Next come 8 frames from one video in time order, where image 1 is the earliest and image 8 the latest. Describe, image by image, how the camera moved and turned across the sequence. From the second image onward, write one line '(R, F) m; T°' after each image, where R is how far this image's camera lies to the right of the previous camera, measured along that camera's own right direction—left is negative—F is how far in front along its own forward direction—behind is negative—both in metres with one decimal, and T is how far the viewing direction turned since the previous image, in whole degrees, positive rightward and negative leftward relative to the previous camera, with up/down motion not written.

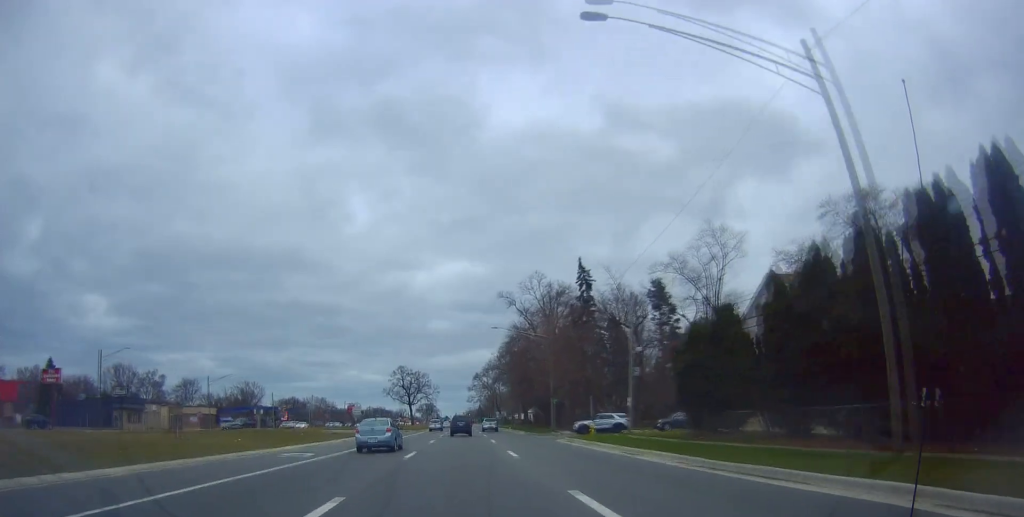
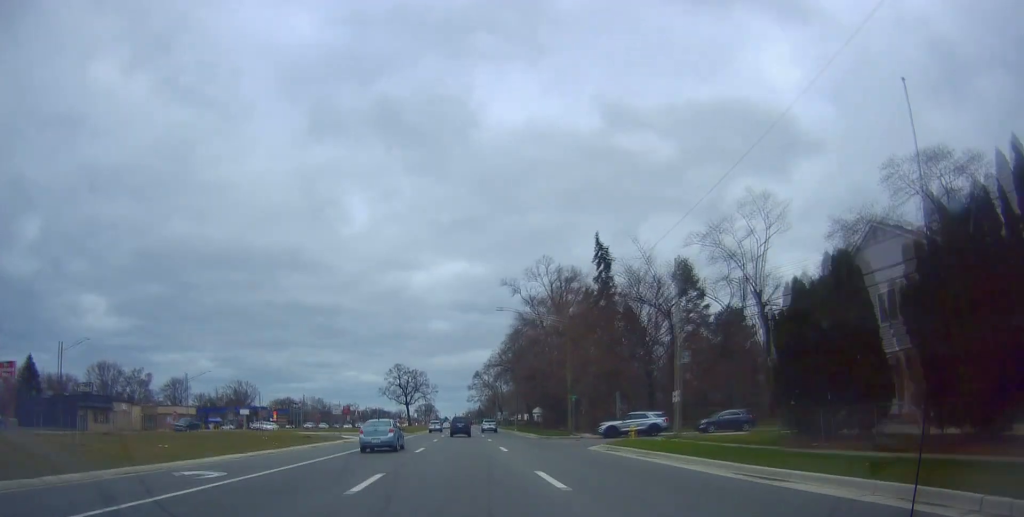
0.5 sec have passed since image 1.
(0.0, +10.0) m; 0°
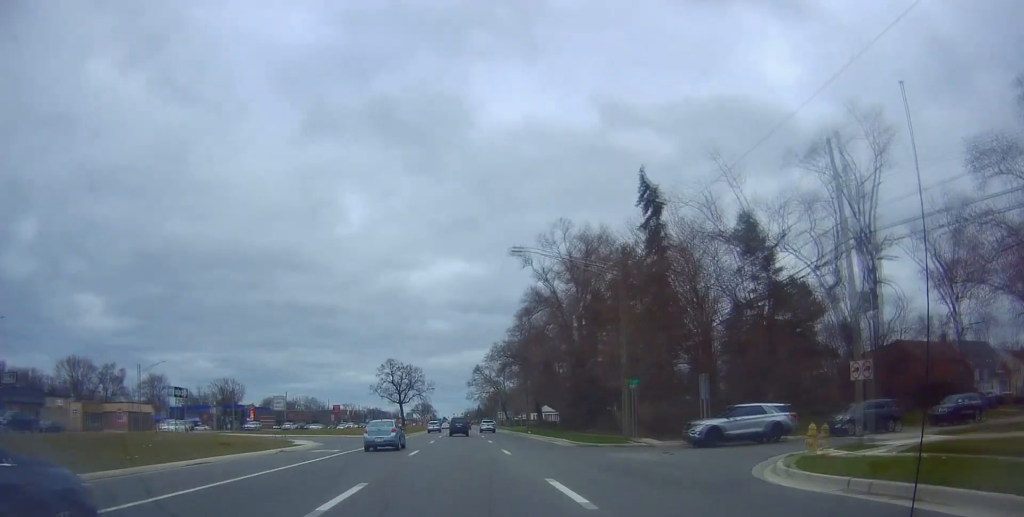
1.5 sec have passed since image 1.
(0.0, +17.5) m; -1°
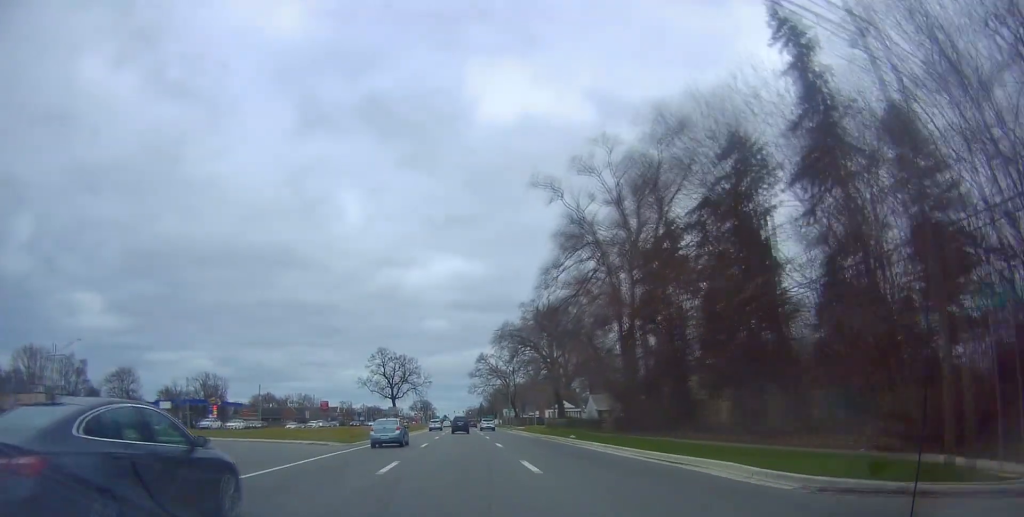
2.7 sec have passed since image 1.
(-0.4, +23.8) m; -1°
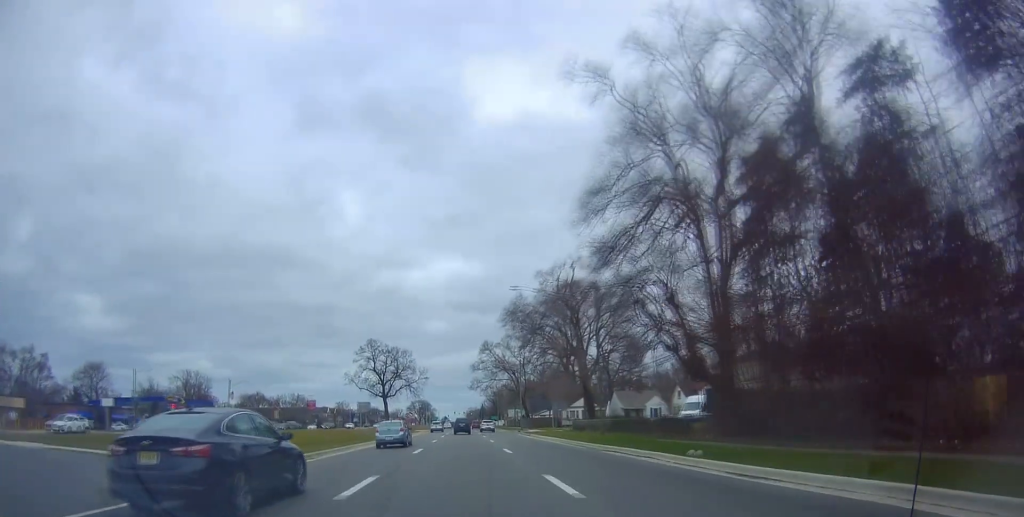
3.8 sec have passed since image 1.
(+0.2, +20.3) m; -1°
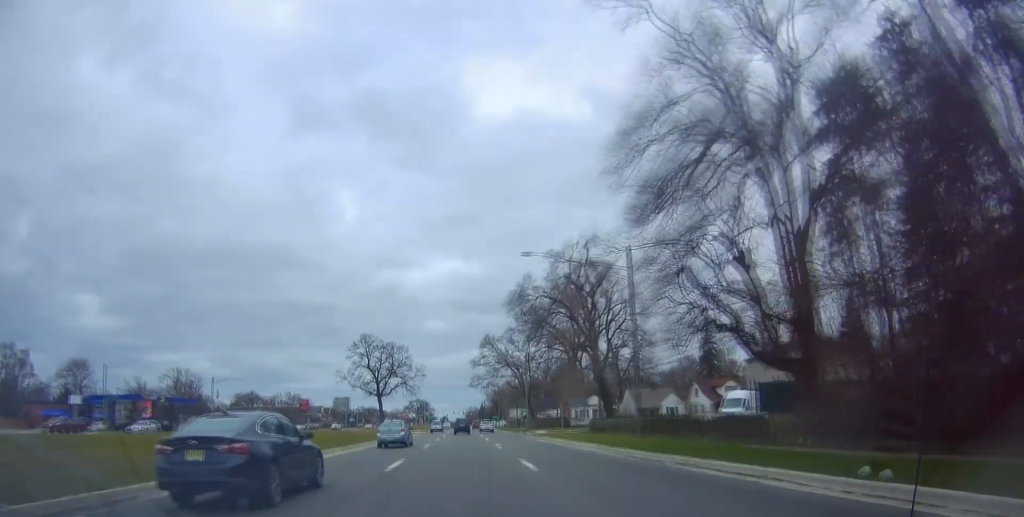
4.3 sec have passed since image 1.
(-0.1, +8.9) m; 0°
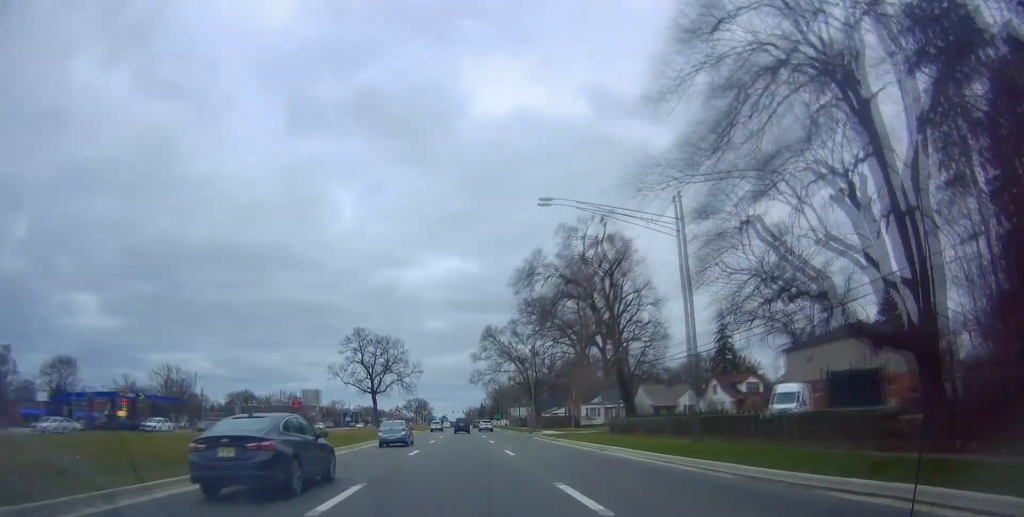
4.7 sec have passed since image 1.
(-0.3, +8.2) m; 0°
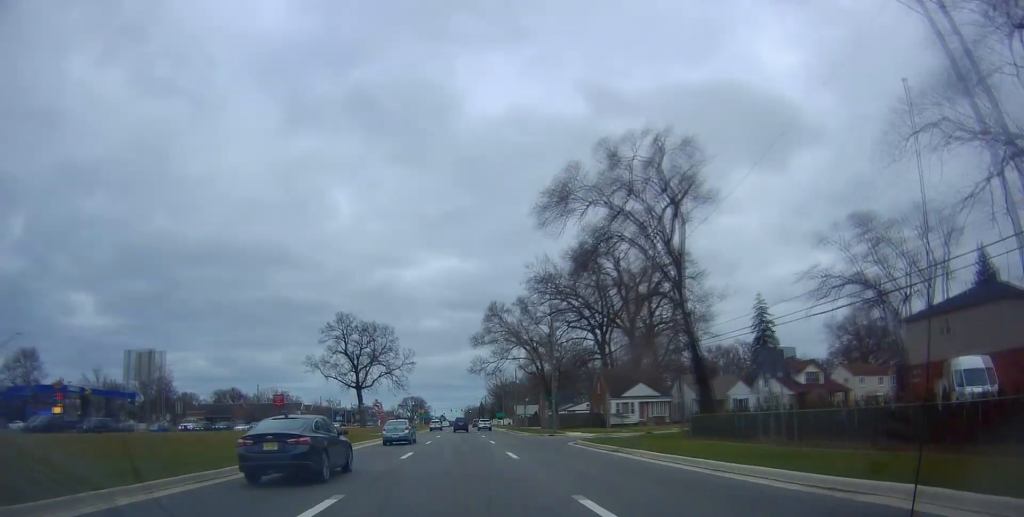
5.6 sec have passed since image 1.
(+0.2, +17.0) m; 0°
